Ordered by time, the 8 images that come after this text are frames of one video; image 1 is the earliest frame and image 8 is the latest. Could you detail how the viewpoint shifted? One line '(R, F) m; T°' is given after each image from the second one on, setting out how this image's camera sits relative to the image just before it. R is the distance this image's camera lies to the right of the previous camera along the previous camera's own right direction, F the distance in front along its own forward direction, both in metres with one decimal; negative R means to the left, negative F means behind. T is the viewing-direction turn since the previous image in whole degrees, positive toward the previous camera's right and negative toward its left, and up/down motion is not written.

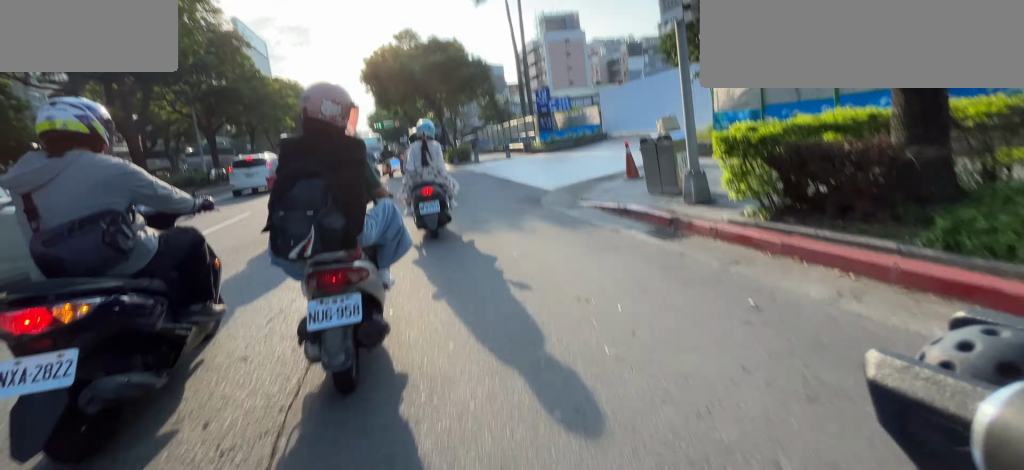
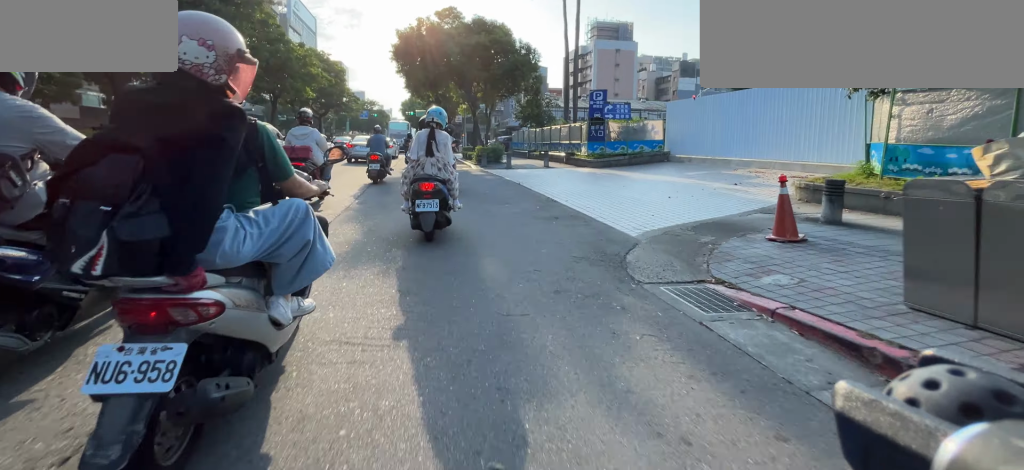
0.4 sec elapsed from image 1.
(0.0, +3.8) m; 0°
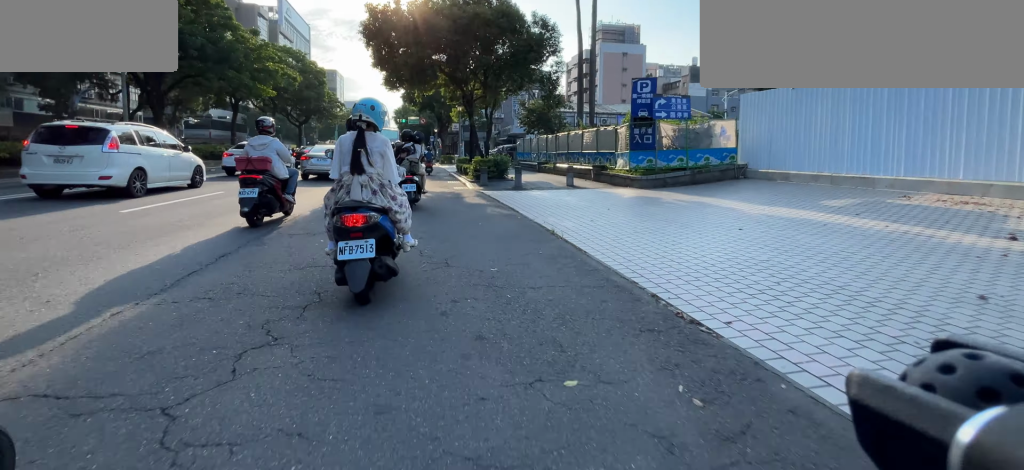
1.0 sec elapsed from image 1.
(0.0, +5.3) m; 0°
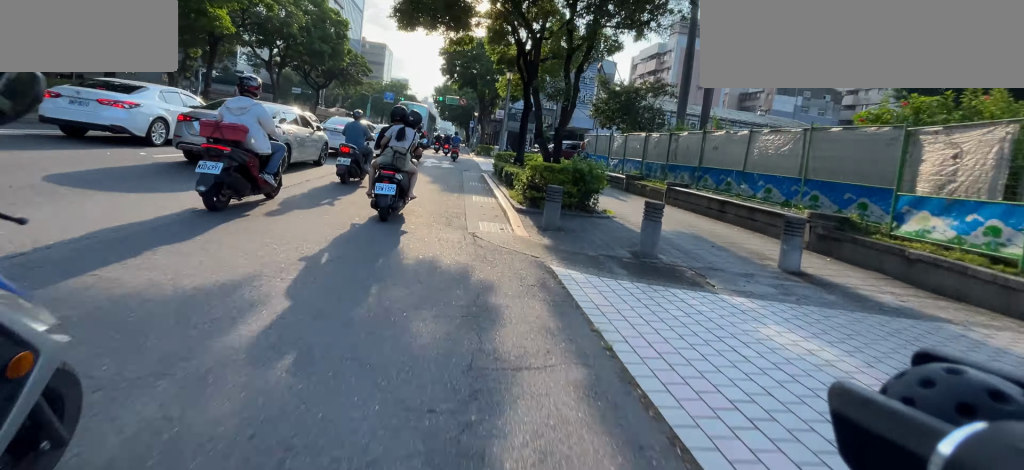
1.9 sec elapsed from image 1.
(0.0, +8.2) m; 0°
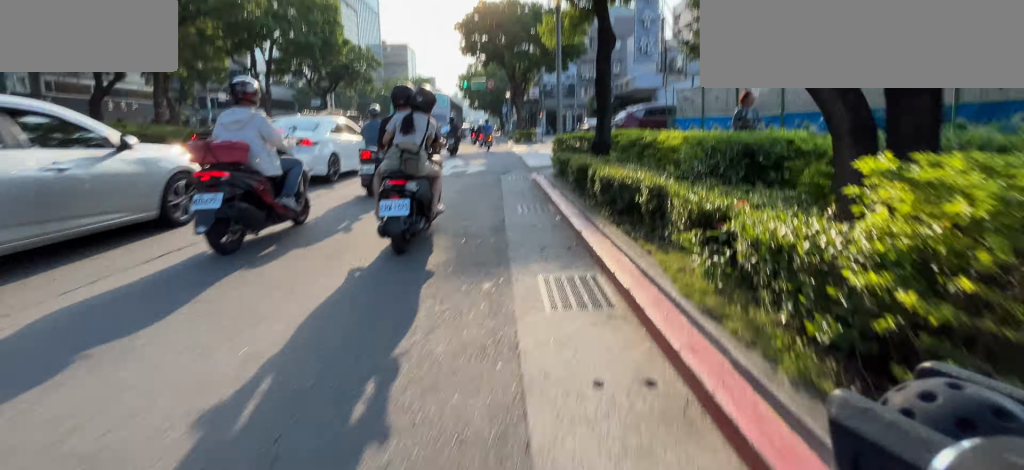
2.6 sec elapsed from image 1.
(0.0, +6.4) m; 0°
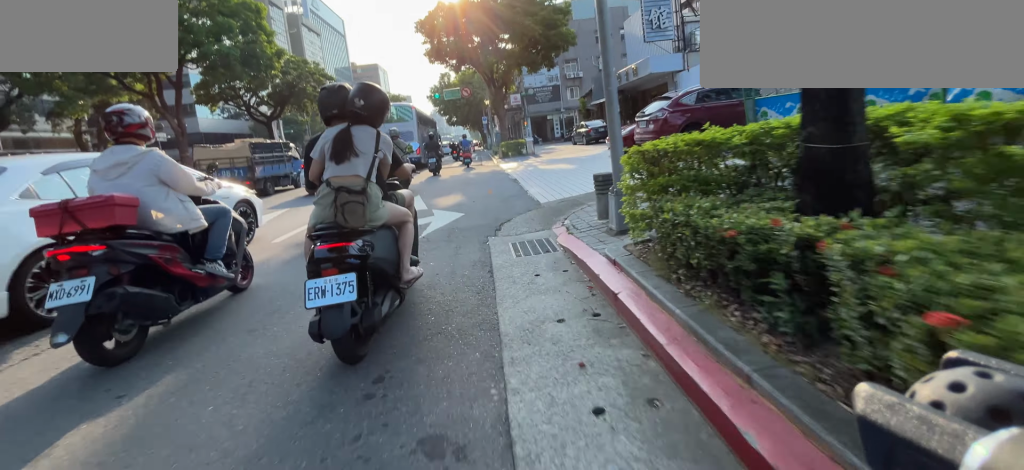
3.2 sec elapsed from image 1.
(0.0, +6.4) m; 0°
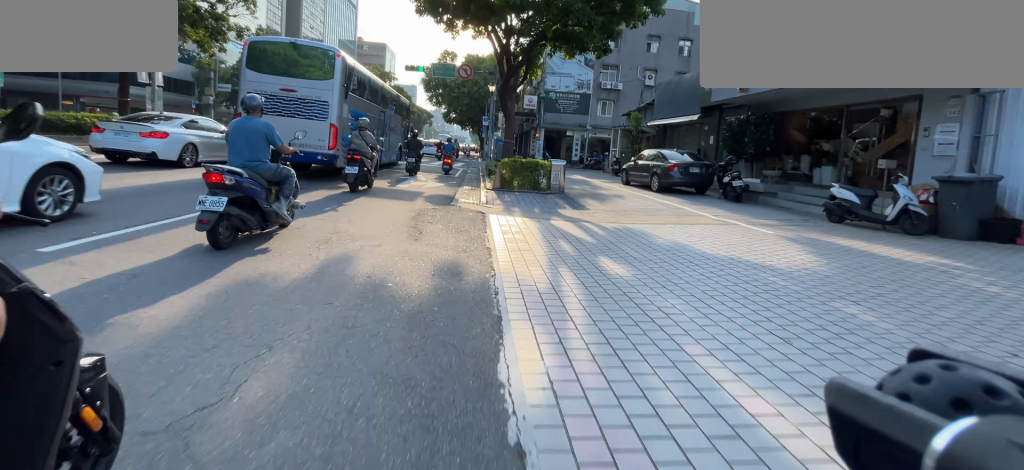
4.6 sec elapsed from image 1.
(0.0, +15.3) m; 0°
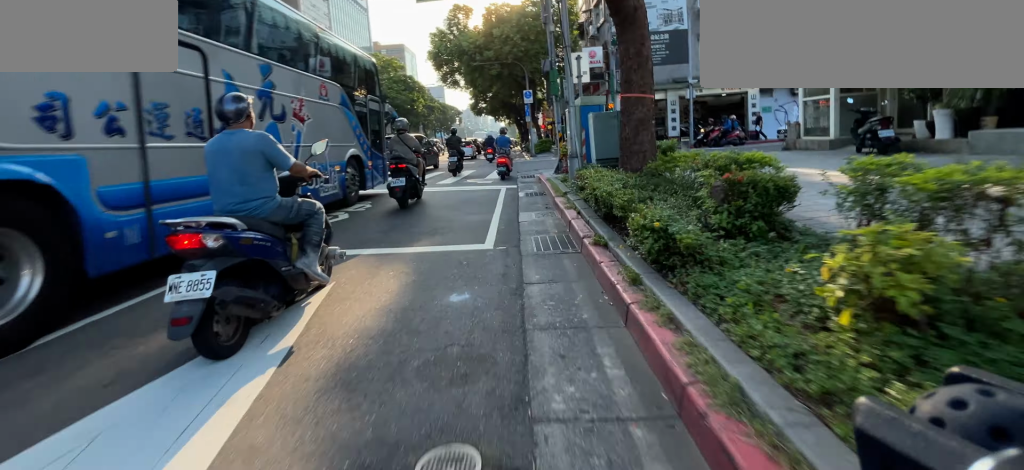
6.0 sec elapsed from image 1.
(0.0, +15.3) m; 0°
